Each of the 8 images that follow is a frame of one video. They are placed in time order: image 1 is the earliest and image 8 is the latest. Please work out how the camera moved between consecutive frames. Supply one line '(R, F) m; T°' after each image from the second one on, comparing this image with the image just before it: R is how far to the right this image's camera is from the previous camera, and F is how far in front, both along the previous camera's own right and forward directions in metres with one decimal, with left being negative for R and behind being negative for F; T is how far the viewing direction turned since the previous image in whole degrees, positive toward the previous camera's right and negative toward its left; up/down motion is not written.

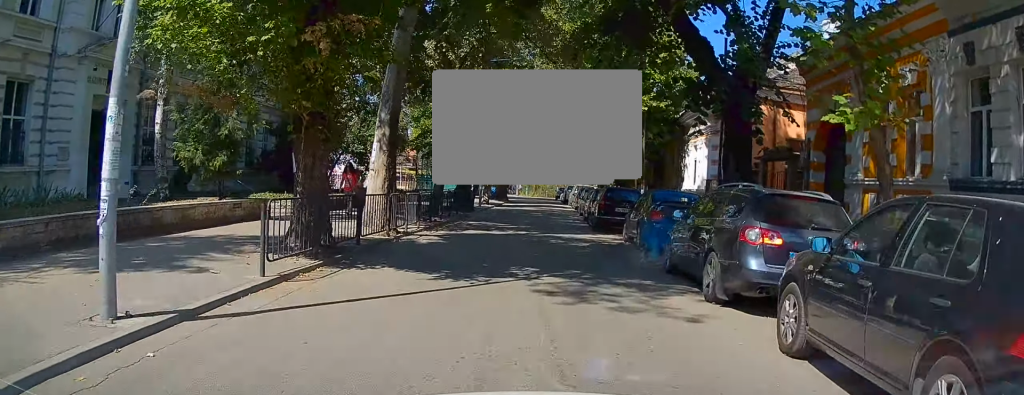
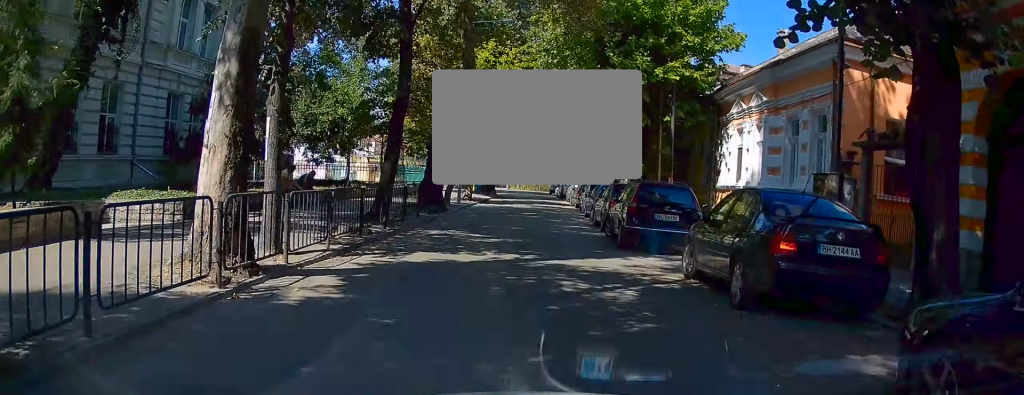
(-0.4, +7.8) m; -3°
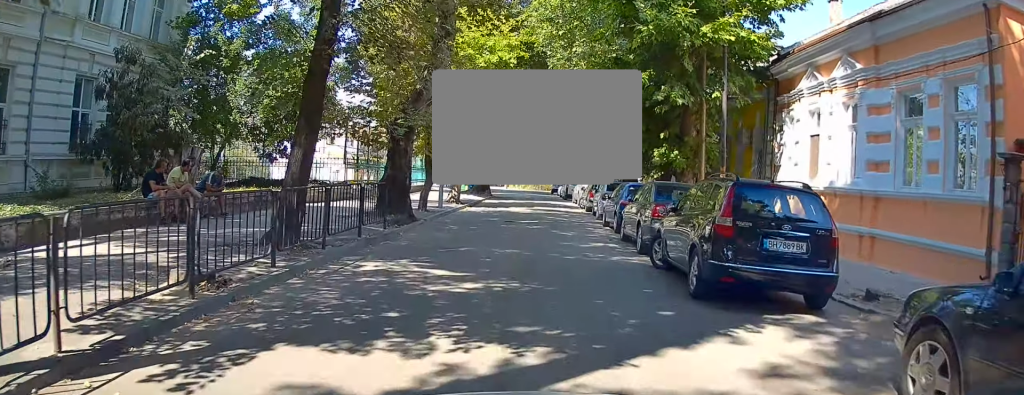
(-0.1, +6.7) m; 0°
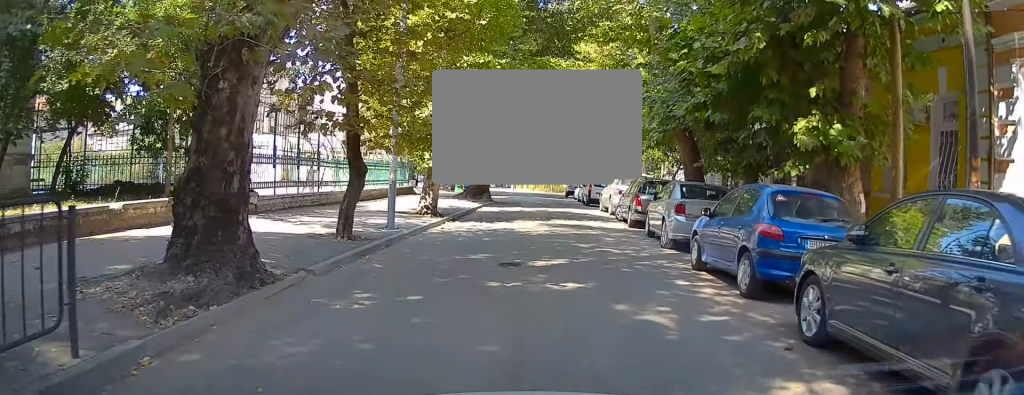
(+0.1, +10.7) m; -2°
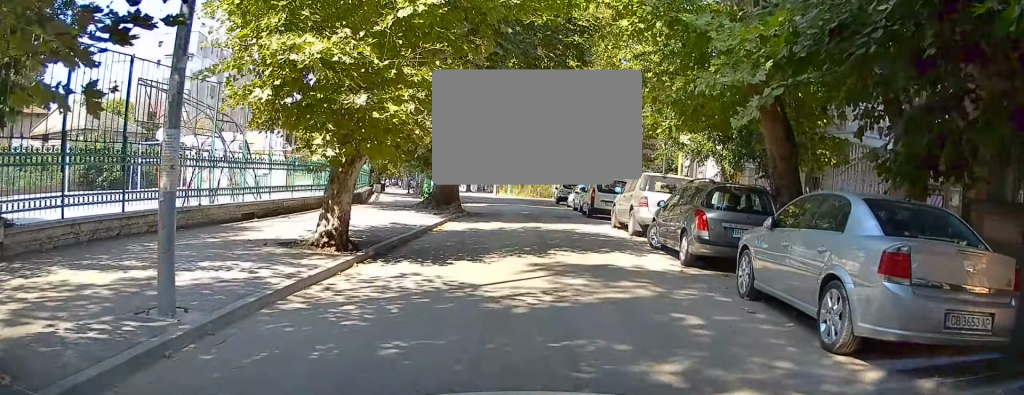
(-0.4, +8.4) m; 0°
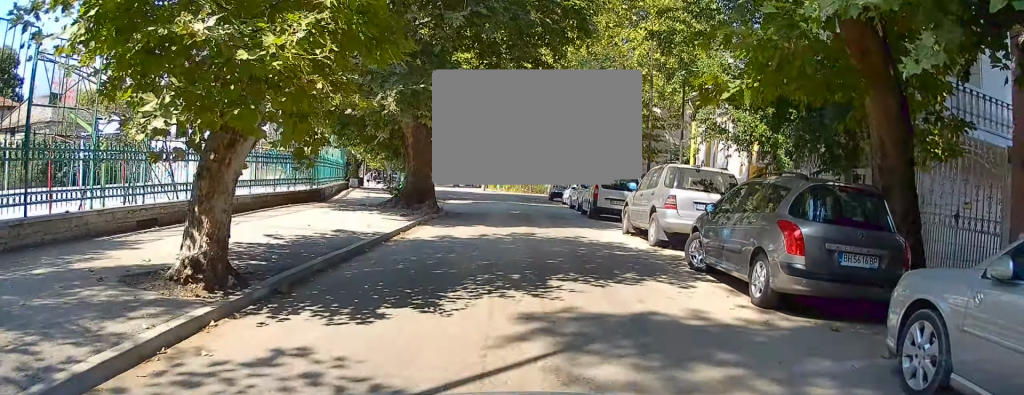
(+0.2, +4.2) m; +2°
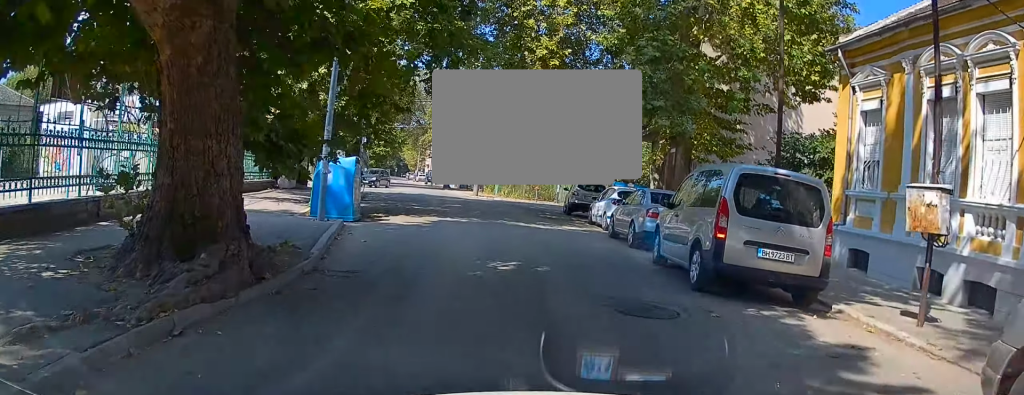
(+0.6, +14.3) m; +3°
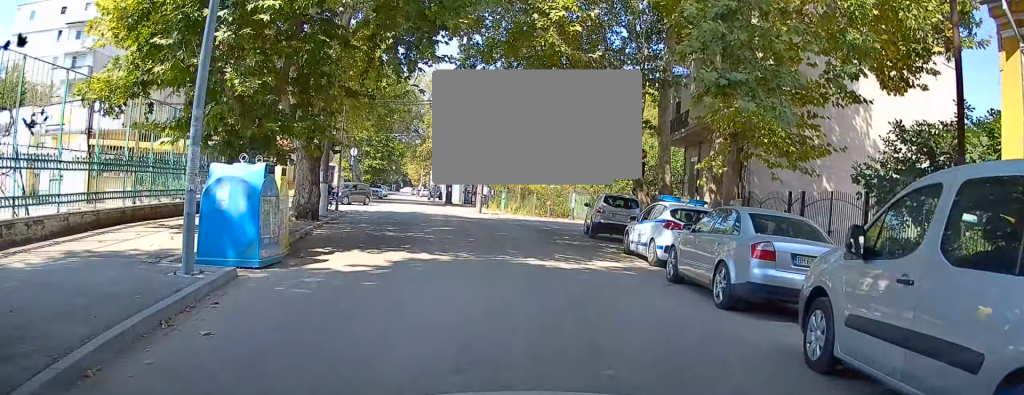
(+0.1, +6.1) m; -2°
